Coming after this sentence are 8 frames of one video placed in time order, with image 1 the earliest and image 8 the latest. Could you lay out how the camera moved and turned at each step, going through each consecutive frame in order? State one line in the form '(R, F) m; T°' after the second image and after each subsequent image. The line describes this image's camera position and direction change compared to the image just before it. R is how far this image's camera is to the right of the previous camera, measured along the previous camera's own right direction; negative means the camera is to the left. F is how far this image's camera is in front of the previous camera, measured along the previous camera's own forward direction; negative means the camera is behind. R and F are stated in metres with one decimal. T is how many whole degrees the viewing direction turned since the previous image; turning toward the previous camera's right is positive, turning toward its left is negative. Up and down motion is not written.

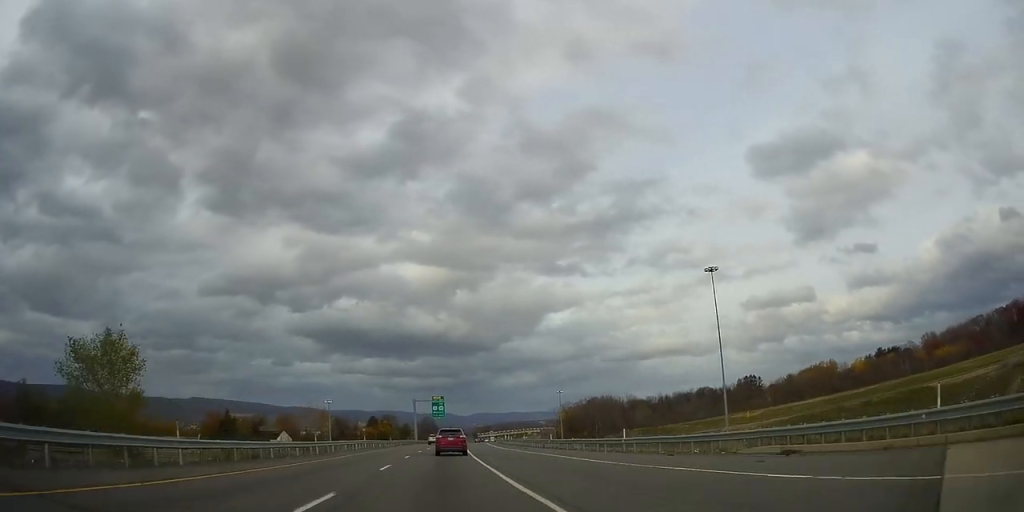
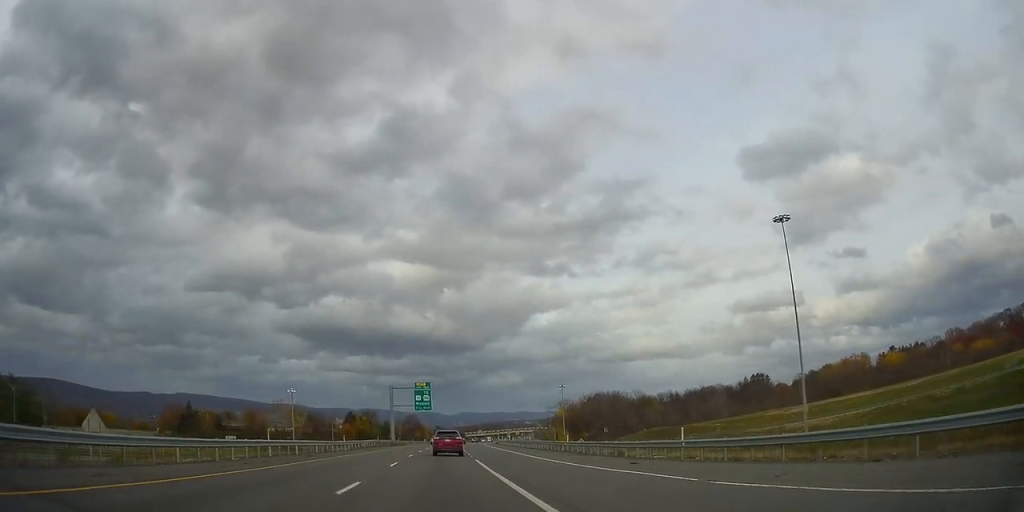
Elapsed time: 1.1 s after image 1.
(0.0, +33.6) m; +1°
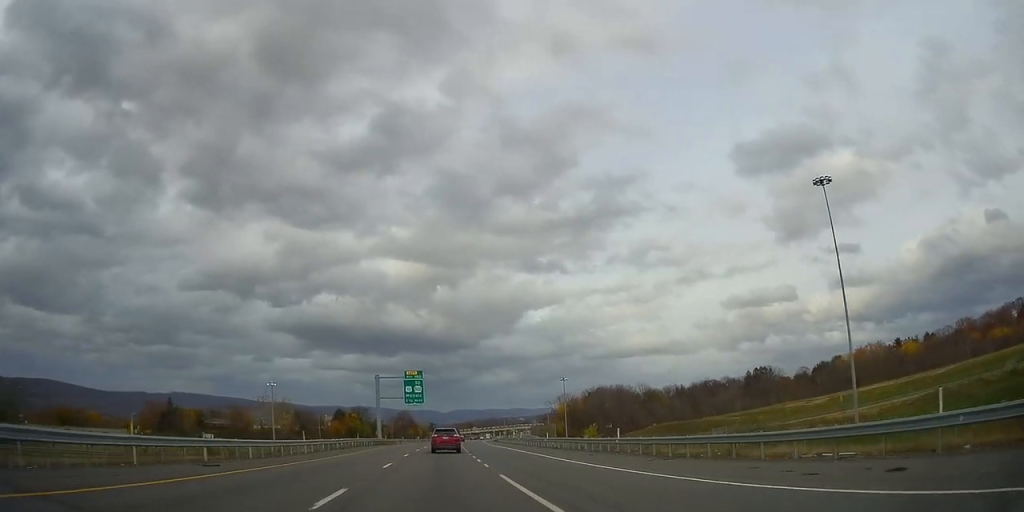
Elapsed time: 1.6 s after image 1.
(-0.2, +14.4) m; +1°
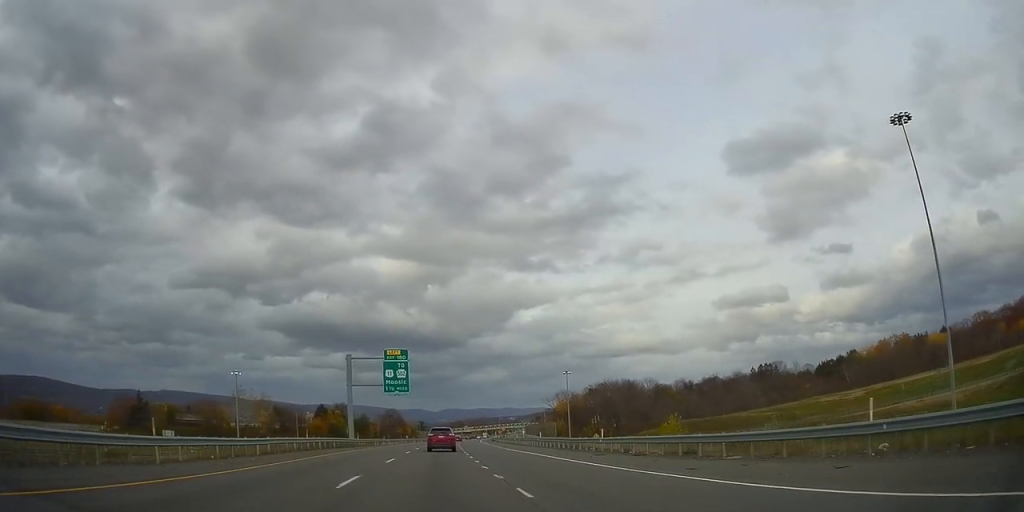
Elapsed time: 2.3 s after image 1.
(+0.6, +20.9) m; +1°
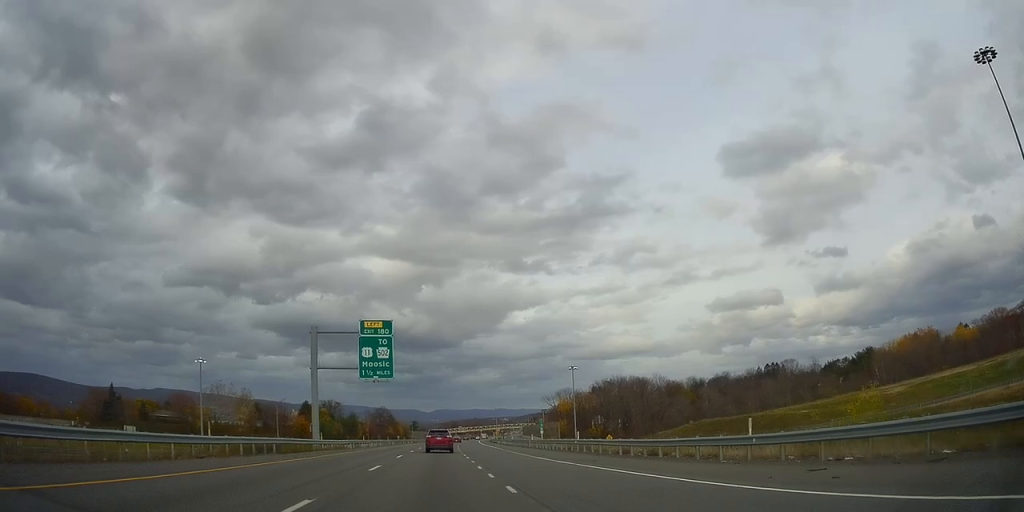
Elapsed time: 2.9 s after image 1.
(+0.2, +17.5) m; +1°
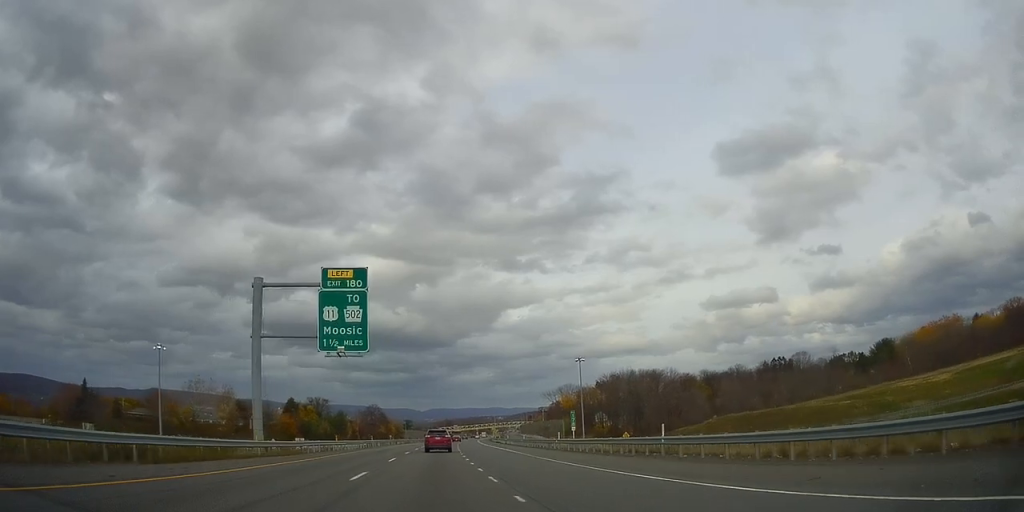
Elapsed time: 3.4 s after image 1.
(-0.1, +16.1) m; 0°
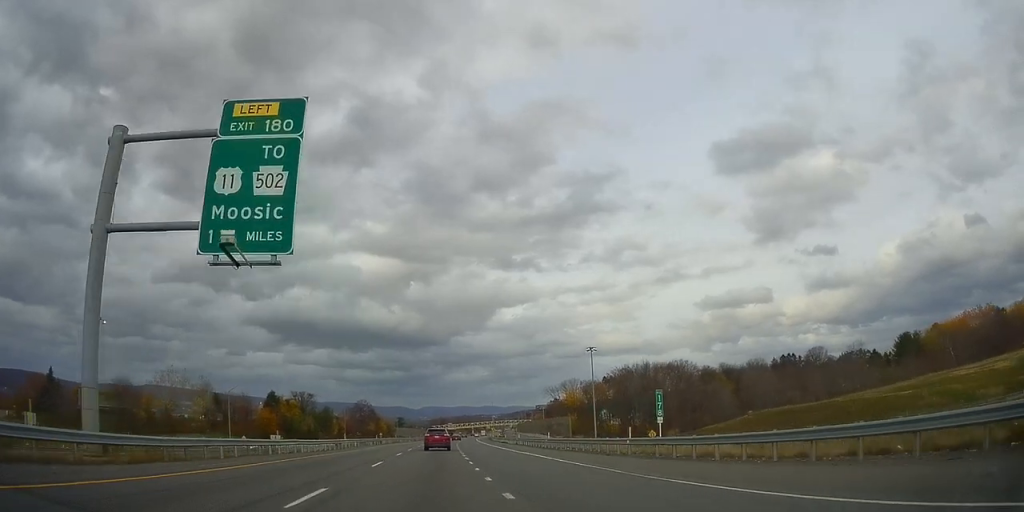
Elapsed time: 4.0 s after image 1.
(0.0, +18.5) m; +1°
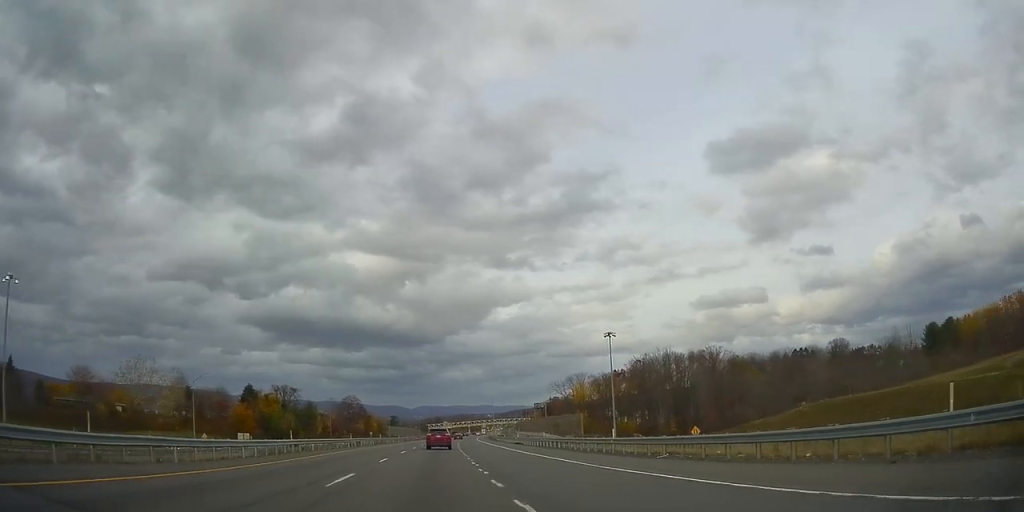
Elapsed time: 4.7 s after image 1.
(-0.1, +19.8) m; +1°
